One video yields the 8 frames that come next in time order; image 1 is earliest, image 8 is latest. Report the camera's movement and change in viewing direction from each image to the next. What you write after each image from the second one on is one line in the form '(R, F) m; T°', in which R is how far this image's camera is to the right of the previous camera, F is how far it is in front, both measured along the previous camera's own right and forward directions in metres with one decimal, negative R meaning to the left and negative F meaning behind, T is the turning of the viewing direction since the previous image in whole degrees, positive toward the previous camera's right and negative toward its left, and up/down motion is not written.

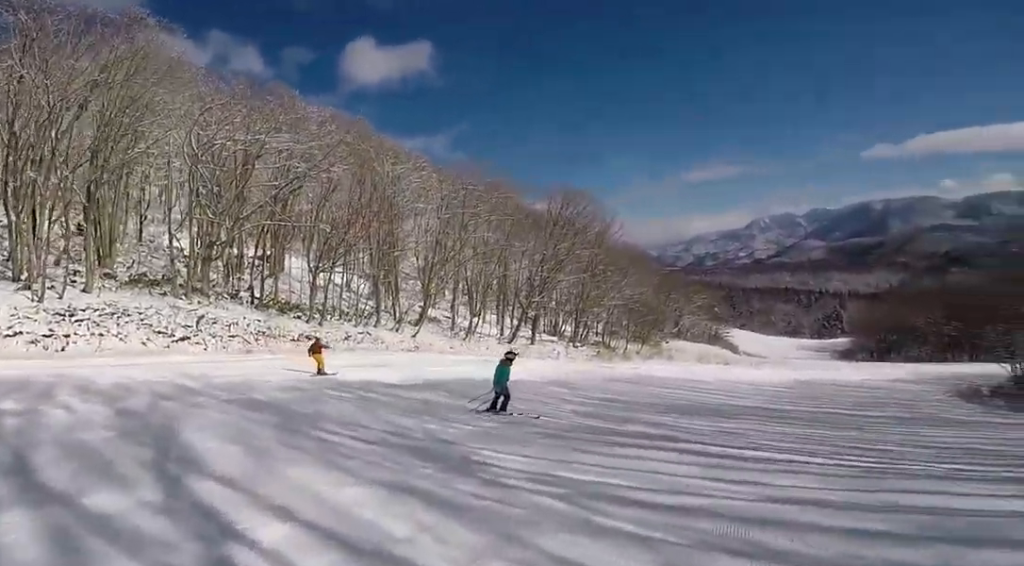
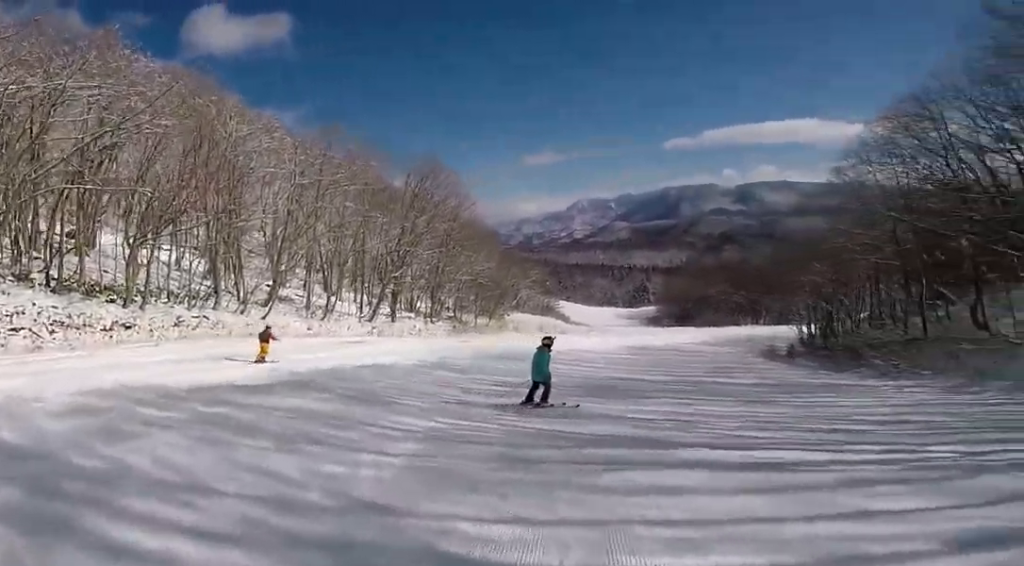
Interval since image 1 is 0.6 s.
(+0.1, +3.1) m; +24°
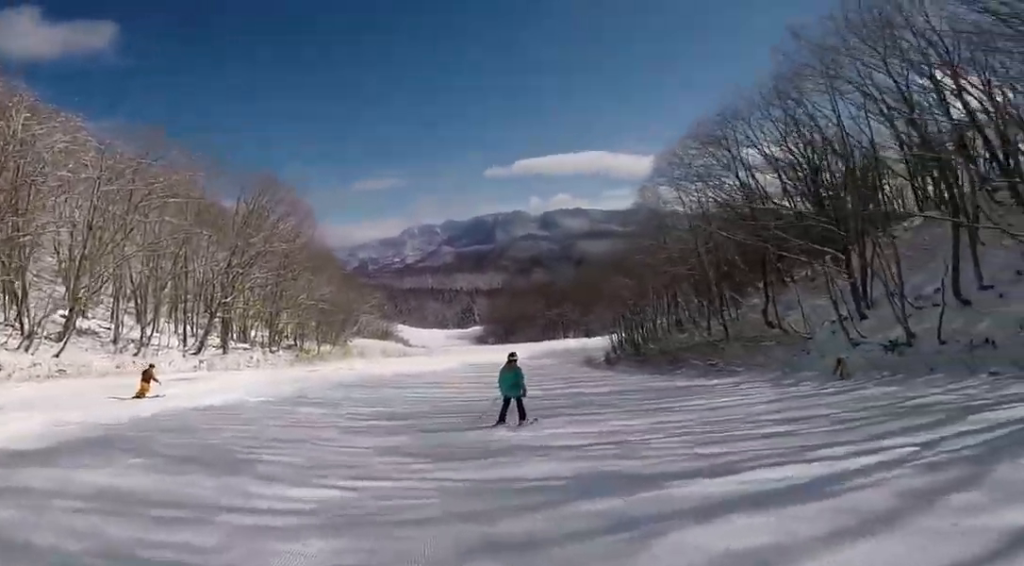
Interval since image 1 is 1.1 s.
(+1.1, +2.2) m; +15°
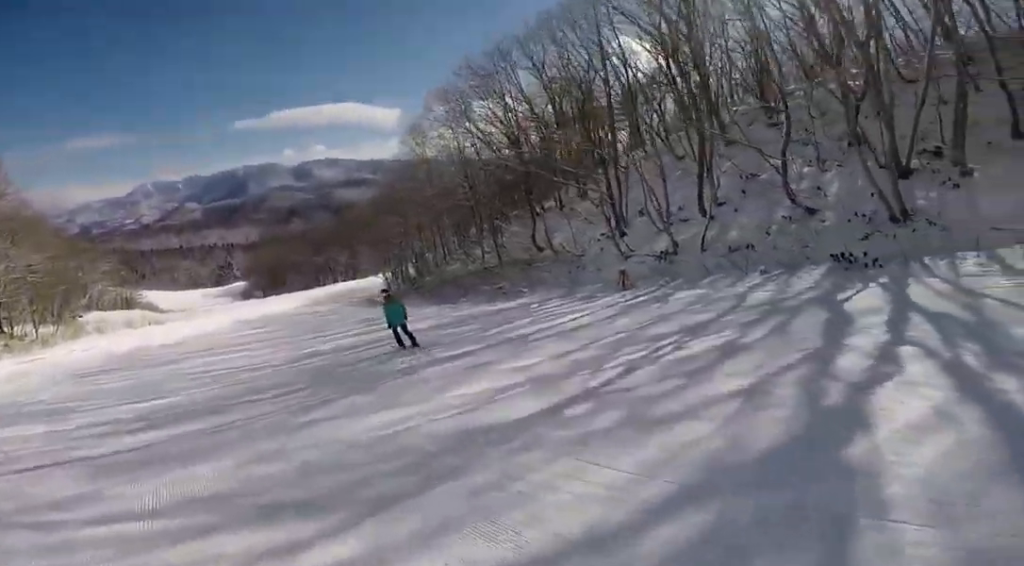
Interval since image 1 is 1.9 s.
(+0.8, +3.9) m; +8°
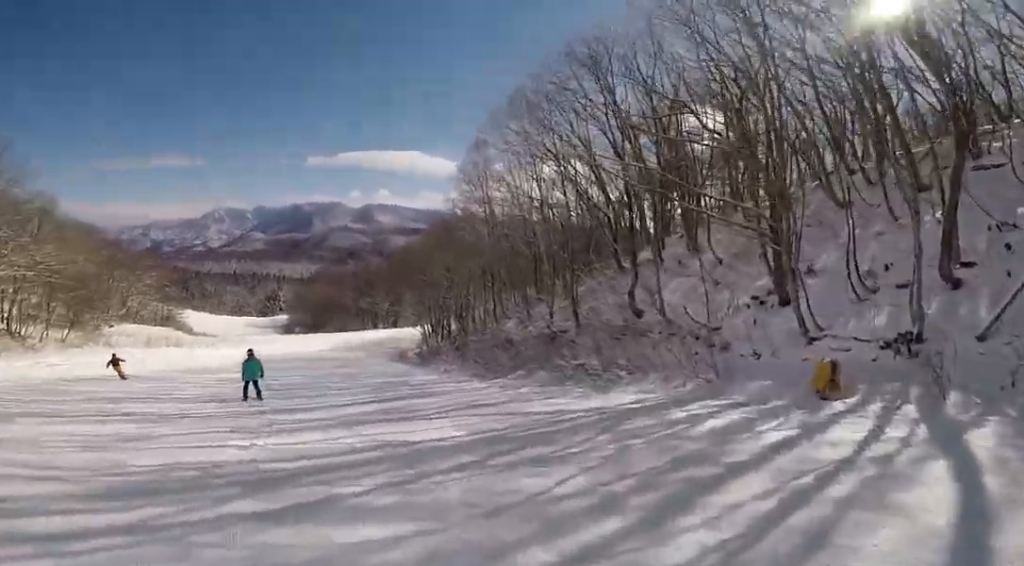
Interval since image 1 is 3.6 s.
(-1.5, +9.7) m; -23°
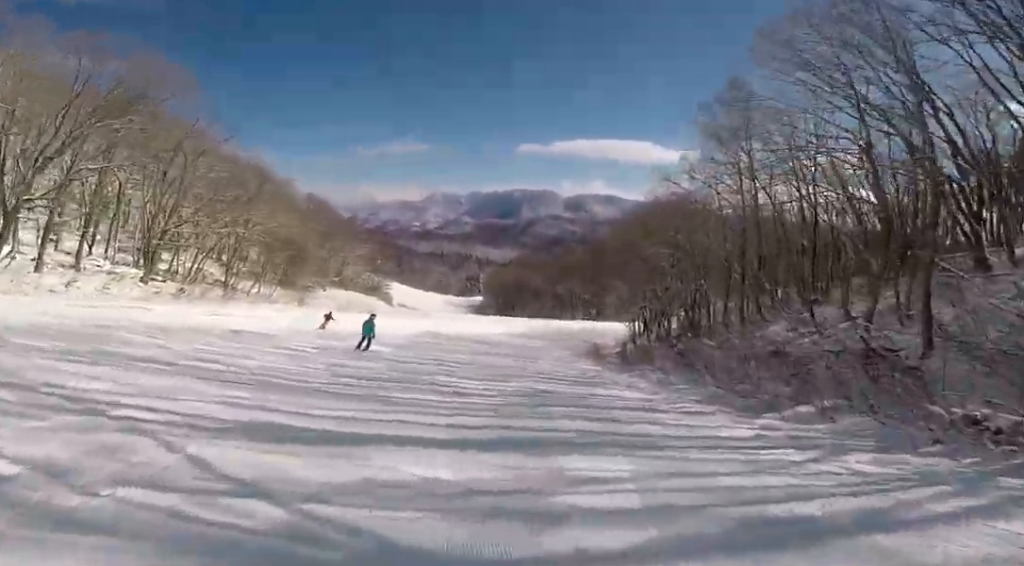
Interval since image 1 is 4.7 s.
(-0.9, +6.7) m; -11°
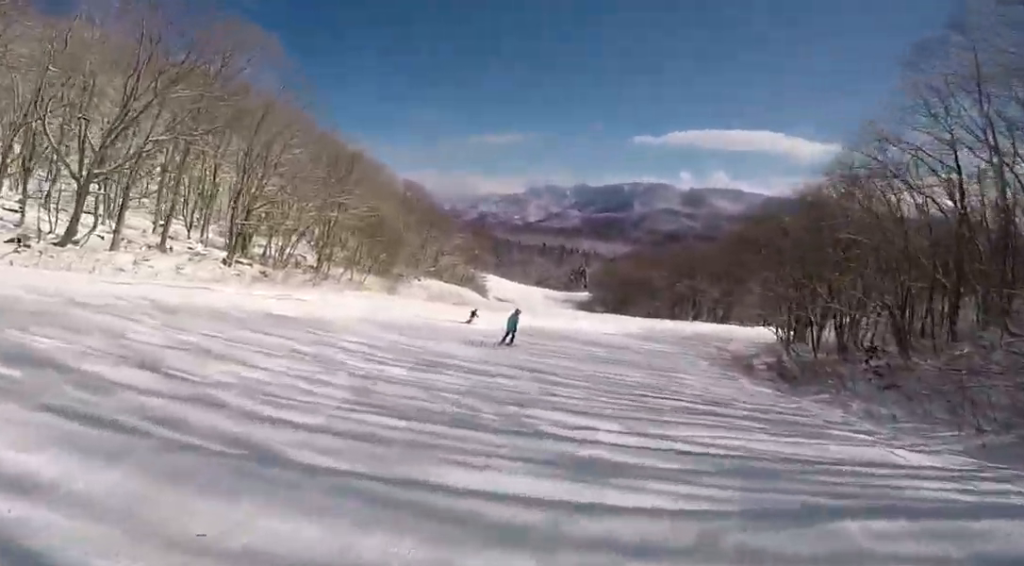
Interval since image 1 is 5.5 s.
(-0.1, +4.5) m; -5°
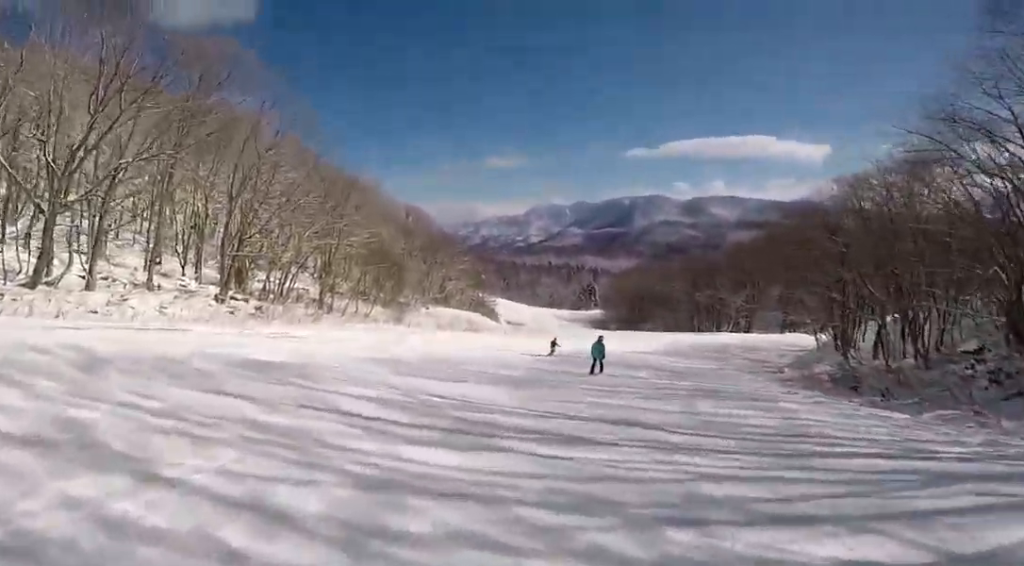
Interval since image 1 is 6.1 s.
(-0.3, +3.5) m; +8°
